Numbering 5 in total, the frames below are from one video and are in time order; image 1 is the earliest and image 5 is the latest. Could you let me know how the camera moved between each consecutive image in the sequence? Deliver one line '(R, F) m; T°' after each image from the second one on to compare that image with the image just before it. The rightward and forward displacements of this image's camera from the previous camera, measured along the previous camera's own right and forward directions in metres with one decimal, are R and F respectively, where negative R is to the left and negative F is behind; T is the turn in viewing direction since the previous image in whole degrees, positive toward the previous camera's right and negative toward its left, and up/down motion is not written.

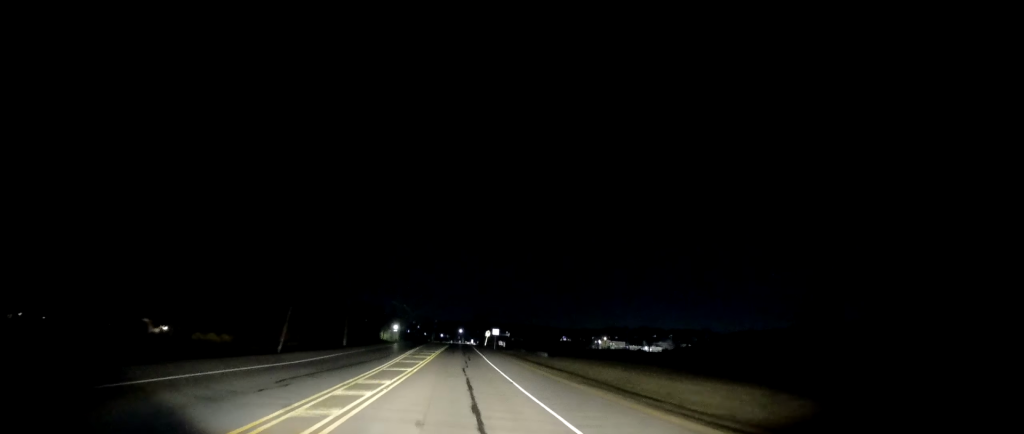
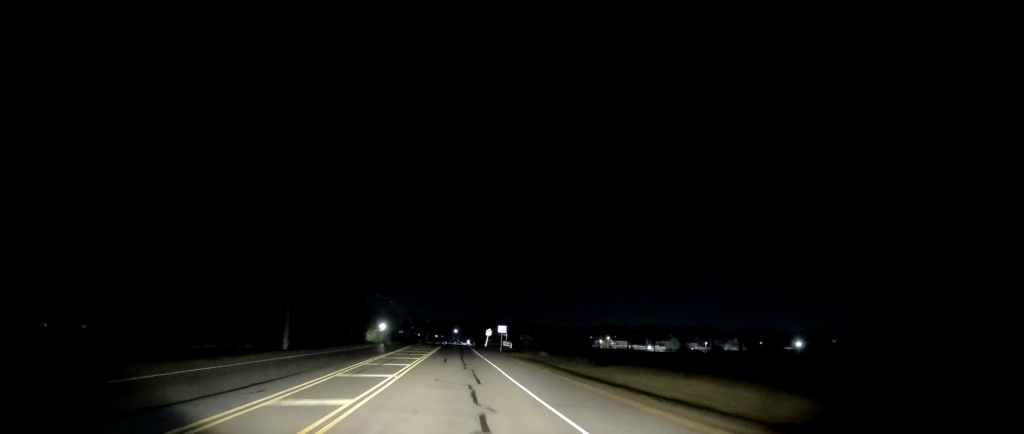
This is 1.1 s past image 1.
(+0.3, +20.4) m; +2°
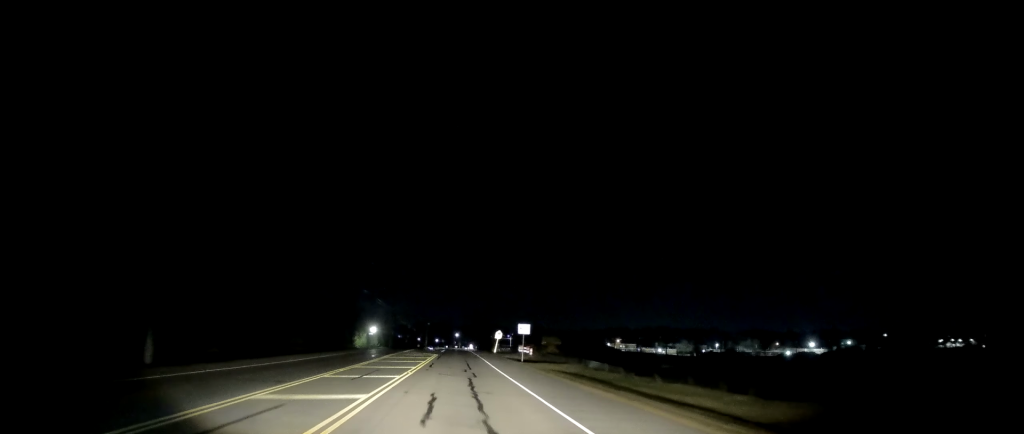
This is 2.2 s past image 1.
(+0.5, +20.0) m; +2°
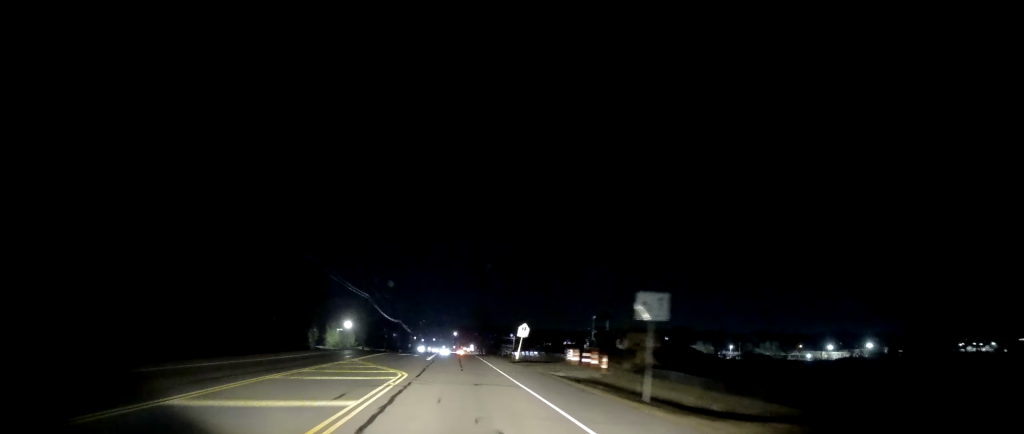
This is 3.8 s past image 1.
(-0.2, +31.0) m; -1°
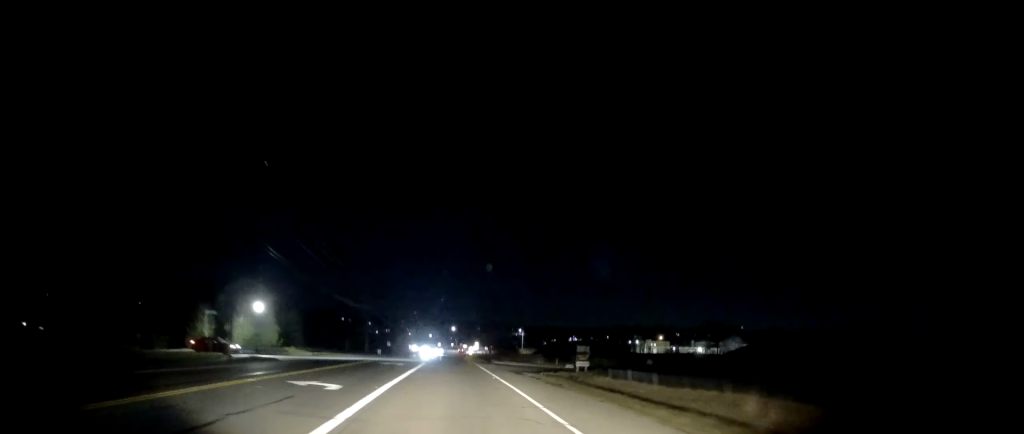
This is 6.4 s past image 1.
(+0.6, +49.5) m; 0°
